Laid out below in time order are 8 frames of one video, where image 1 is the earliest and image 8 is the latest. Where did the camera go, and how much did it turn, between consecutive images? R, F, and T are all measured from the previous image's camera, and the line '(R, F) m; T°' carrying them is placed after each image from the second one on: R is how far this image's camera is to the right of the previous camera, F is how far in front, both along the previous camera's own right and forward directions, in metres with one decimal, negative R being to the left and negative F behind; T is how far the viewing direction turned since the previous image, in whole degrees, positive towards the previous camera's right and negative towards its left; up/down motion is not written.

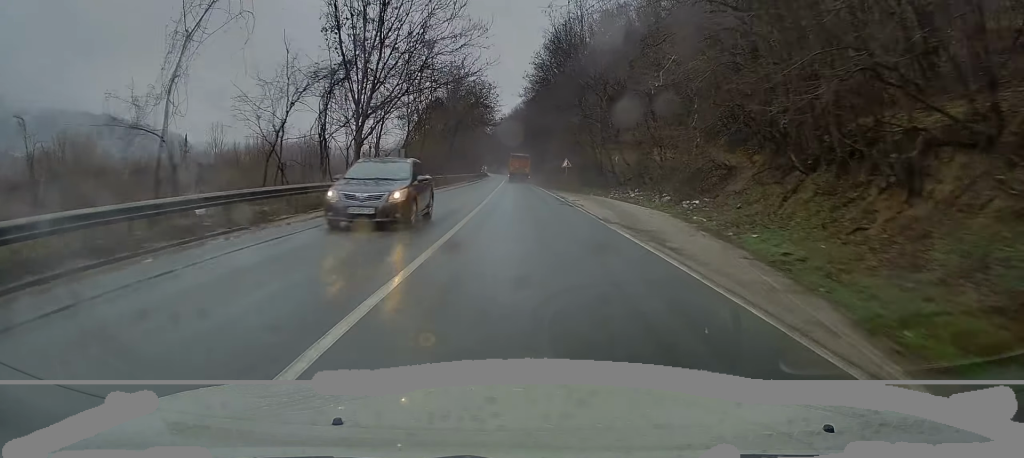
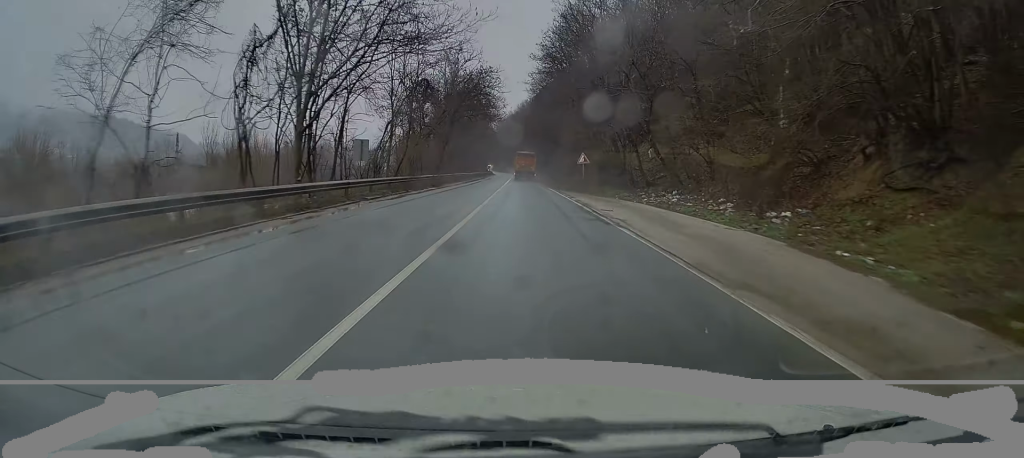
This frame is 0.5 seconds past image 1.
(-0.2, +9.9) m; -1°
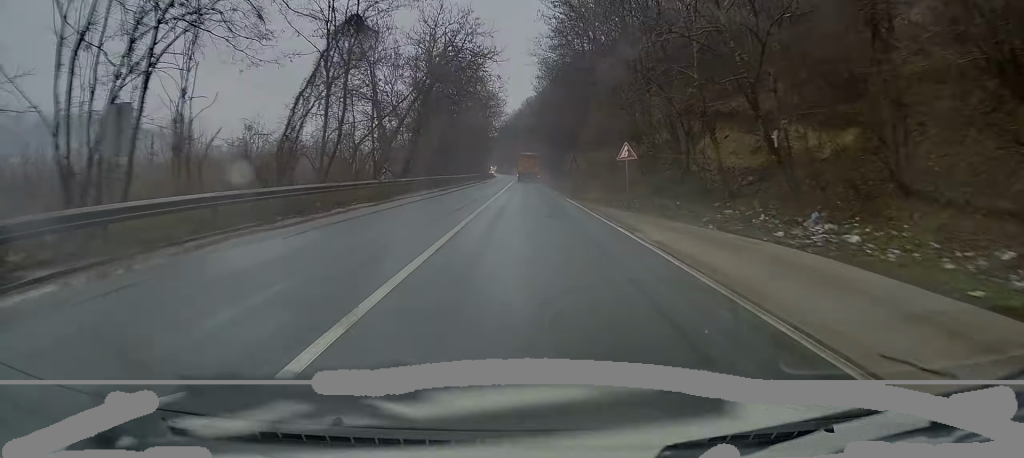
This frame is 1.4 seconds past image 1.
(-0.4, +17.3) m; -2°
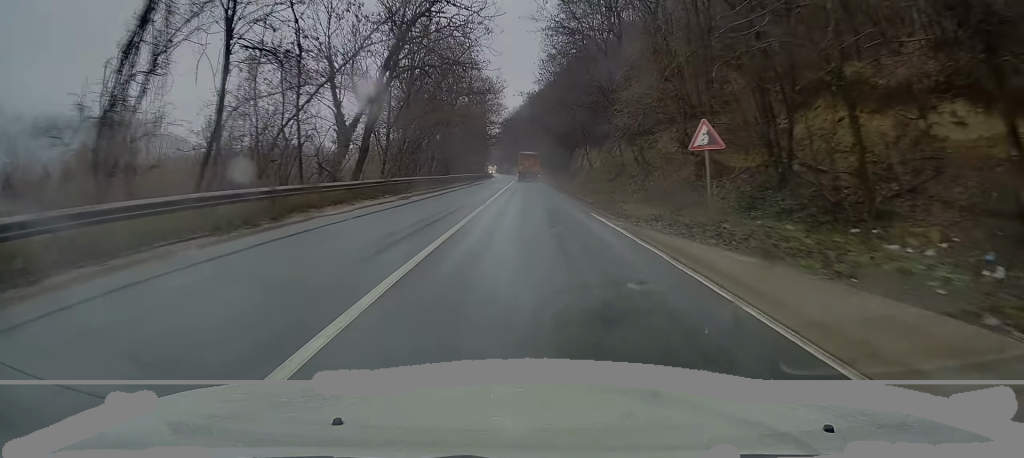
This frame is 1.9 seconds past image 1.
(-0.2, +11.6) m; 0°
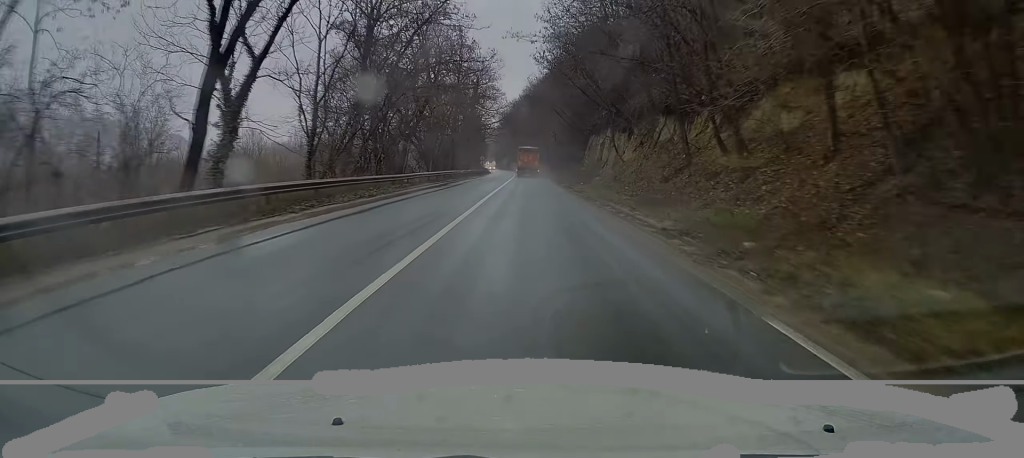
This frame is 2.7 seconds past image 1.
(0.0, +15.2) m; 0°
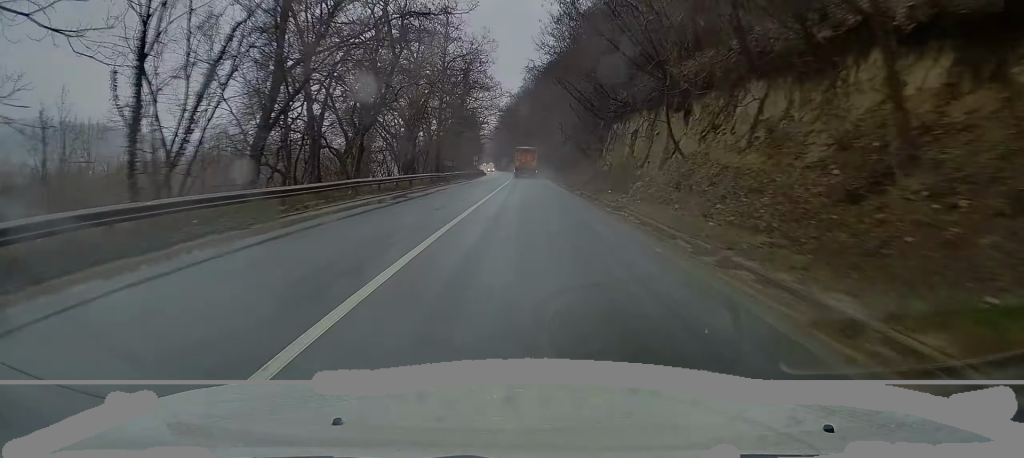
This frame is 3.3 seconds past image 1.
(0.0, +13.9) m; 0°
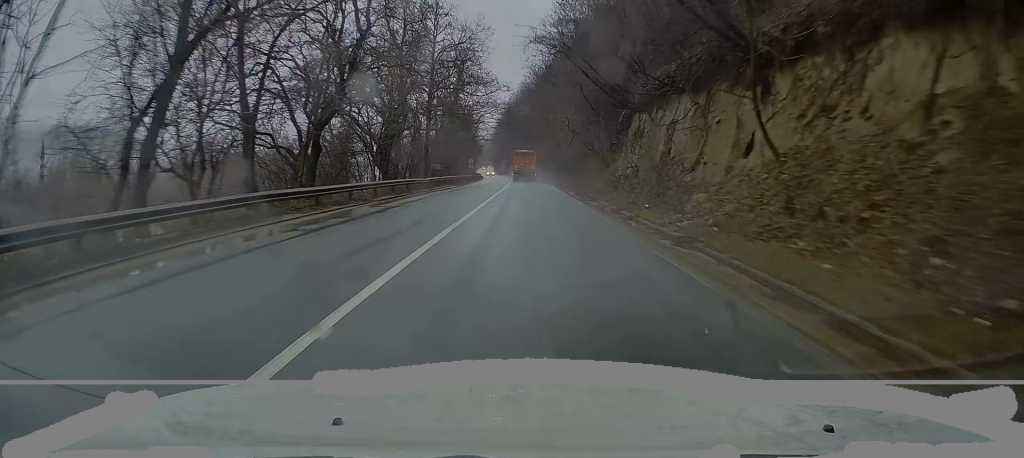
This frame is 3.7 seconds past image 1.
(0.0, +8.4) m; 0°
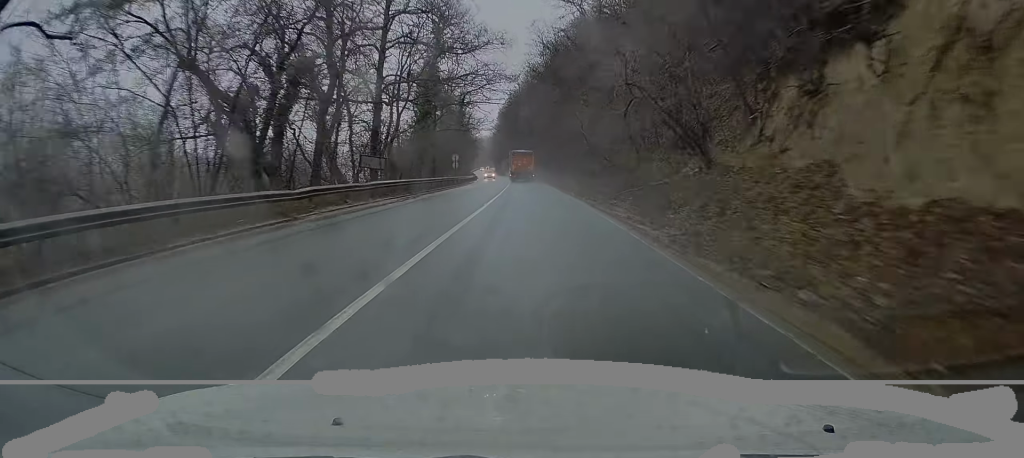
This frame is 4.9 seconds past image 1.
(+0.1, +23.7) m; 0°
